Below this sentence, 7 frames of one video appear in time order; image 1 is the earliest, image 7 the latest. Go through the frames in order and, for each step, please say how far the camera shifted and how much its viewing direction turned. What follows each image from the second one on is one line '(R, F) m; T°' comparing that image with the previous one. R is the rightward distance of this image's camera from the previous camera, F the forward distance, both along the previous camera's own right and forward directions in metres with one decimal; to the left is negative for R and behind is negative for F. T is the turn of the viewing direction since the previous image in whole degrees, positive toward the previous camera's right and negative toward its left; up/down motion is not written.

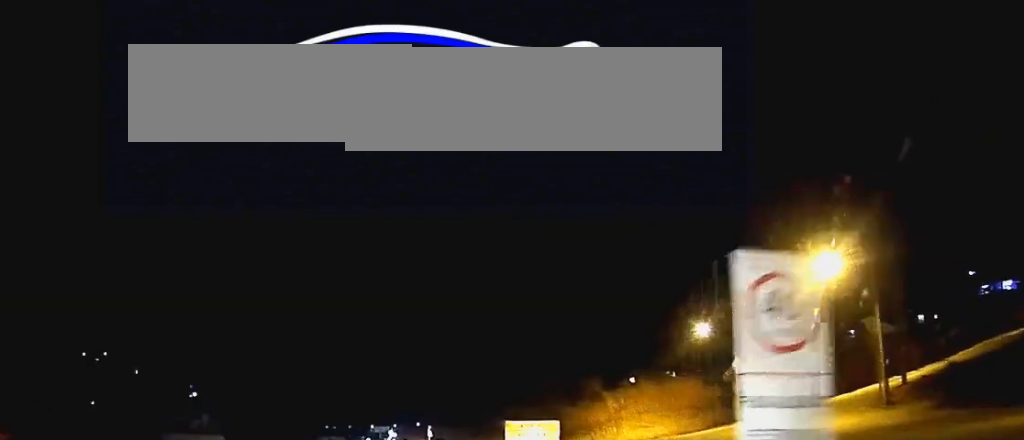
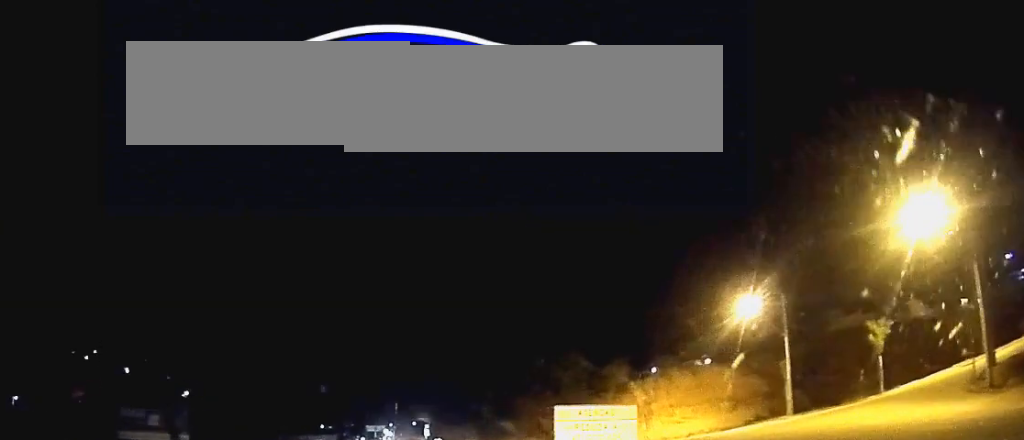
(0.0, +10.6) m; 0°
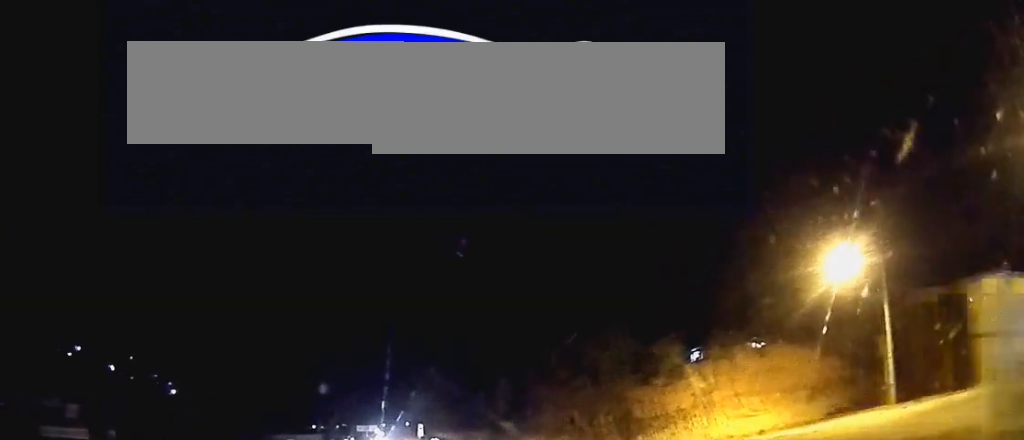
(0.0, +14.7) m; 0°
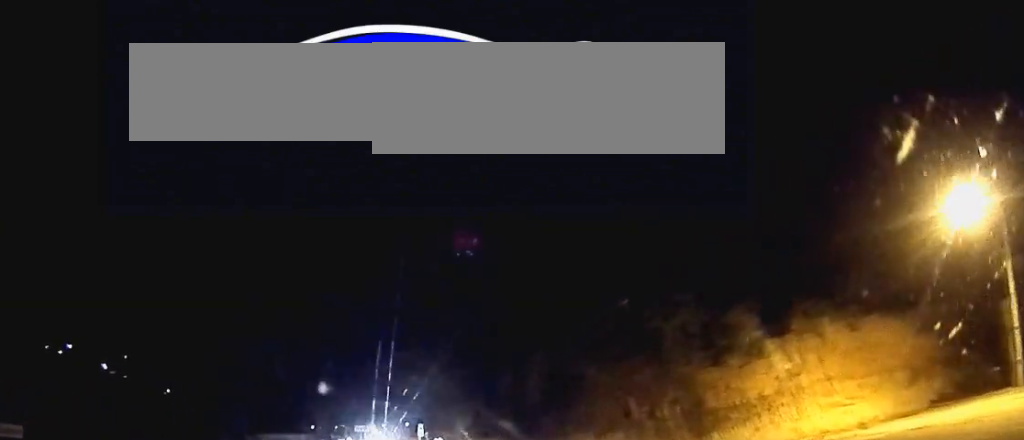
(0.0, +12.3) m; 0°
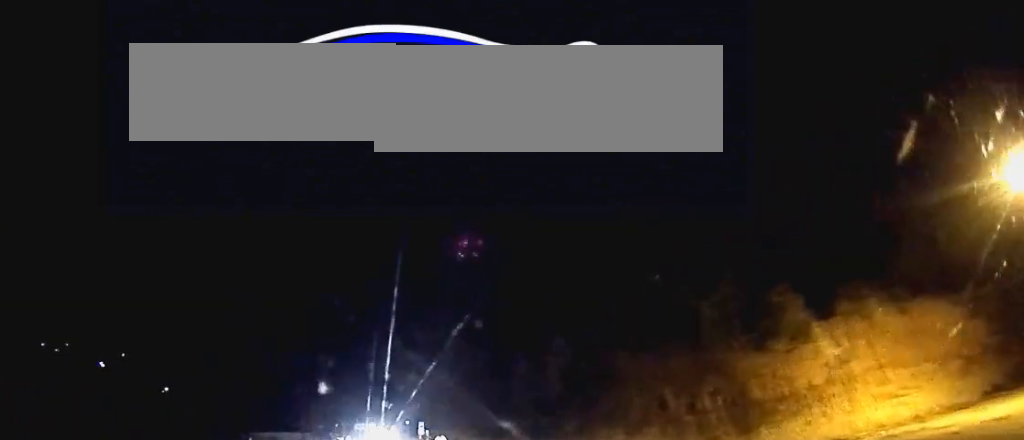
(0.0, +5.1) m; 0°
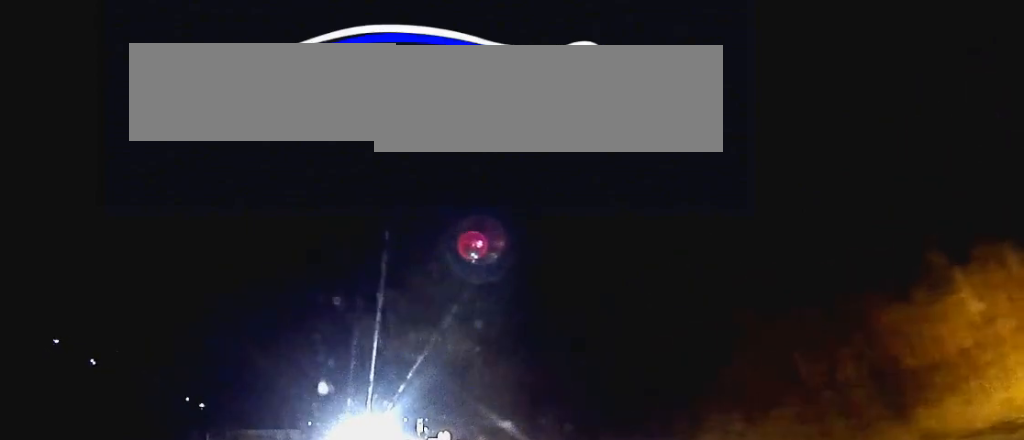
(0.0, +11.0) m; +1°
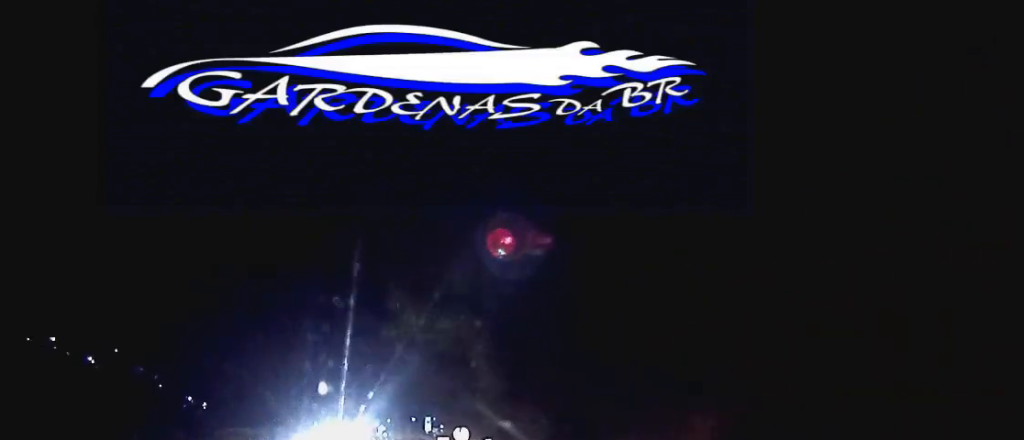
(0.0, +12.9) m; -1°
